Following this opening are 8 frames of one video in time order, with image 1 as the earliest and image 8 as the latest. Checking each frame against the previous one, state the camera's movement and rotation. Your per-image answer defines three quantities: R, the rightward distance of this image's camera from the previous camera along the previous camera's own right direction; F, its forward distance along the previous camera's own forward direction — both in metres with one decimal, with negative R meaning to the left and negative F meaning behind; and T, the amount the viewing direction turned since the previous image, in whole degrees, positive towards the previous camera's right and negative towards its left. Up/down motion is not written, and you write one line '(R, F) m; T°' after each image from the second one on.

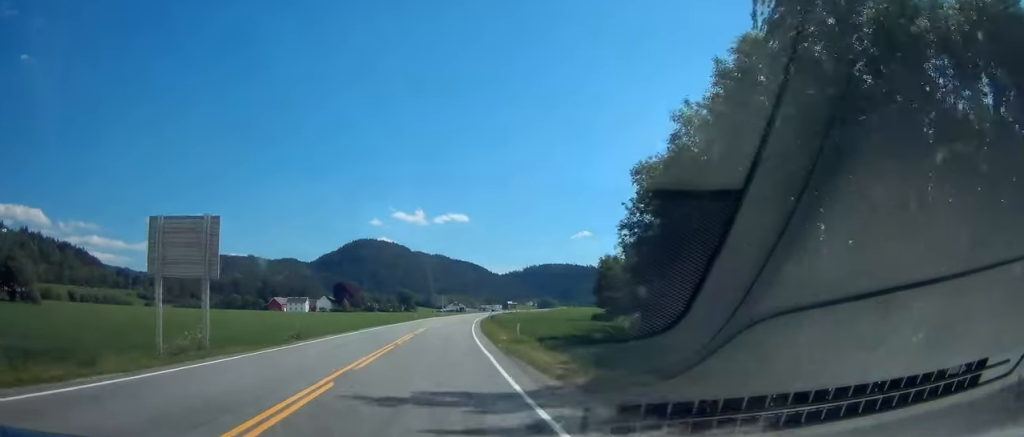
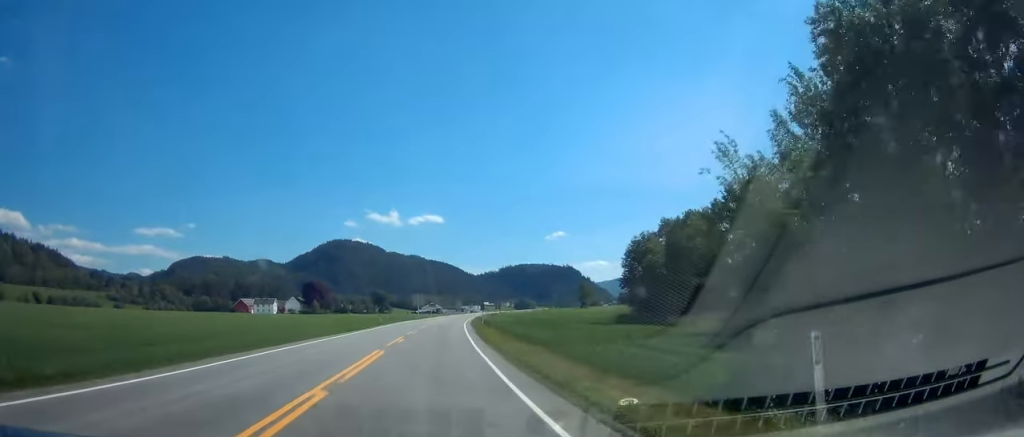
(-0.1, +22.2) m; +2°
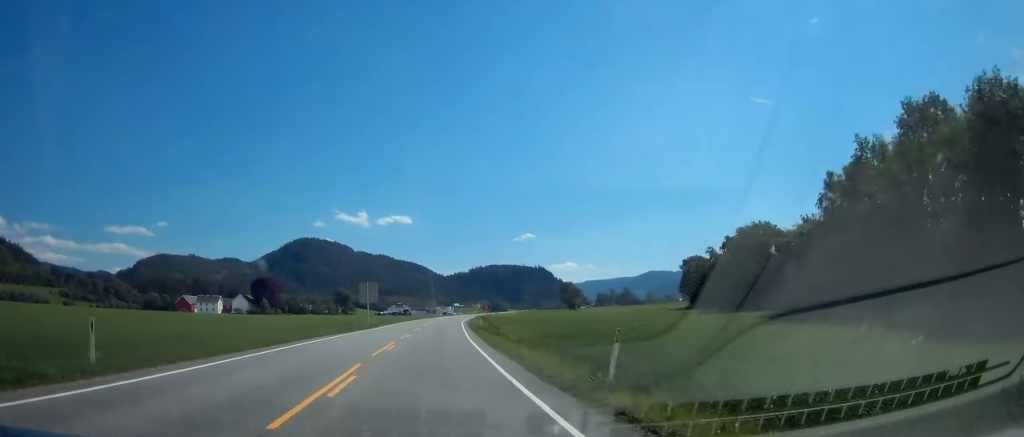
(+1.9, +46.8) m; +3°
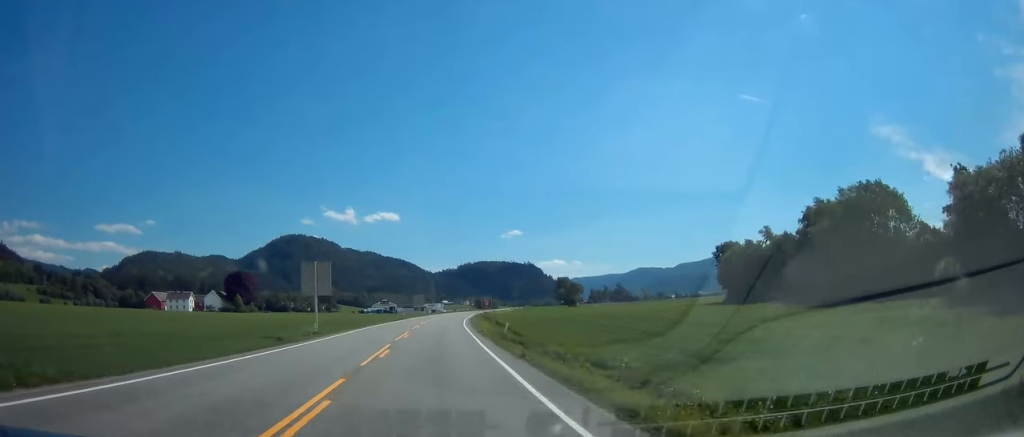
(0.0, +24.8) m; +2°
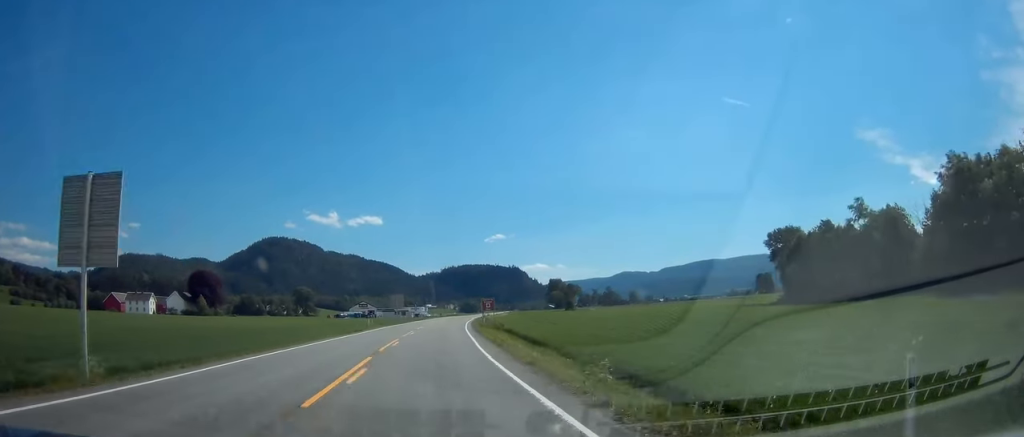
(+0.7, +30.7) m; +2°
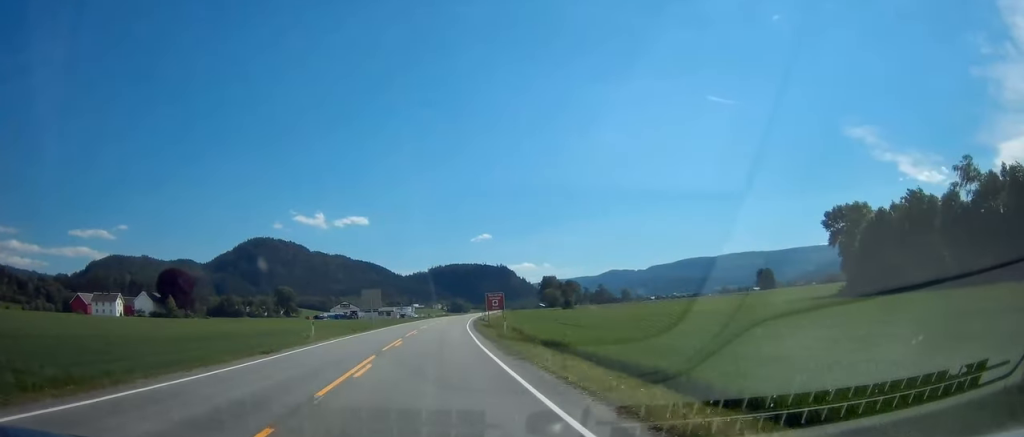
(+0.4, +24.8) m; +1°
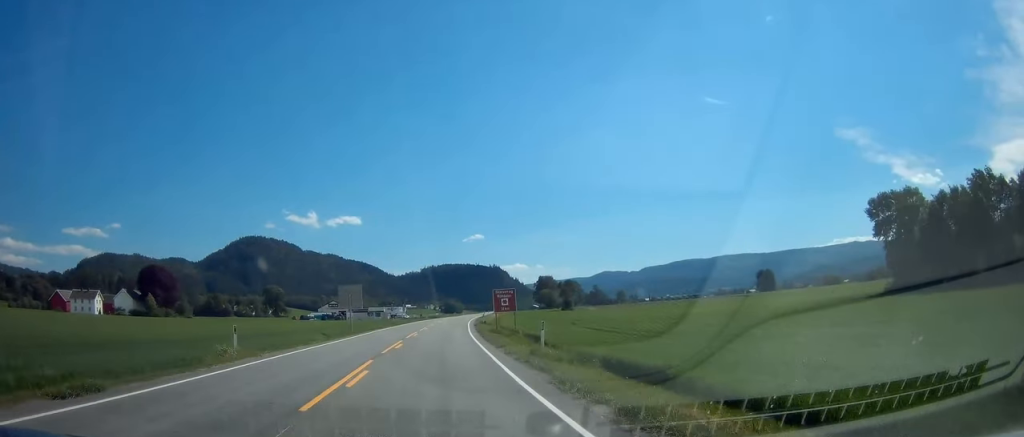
(+0.1, +14.4) m; 0°
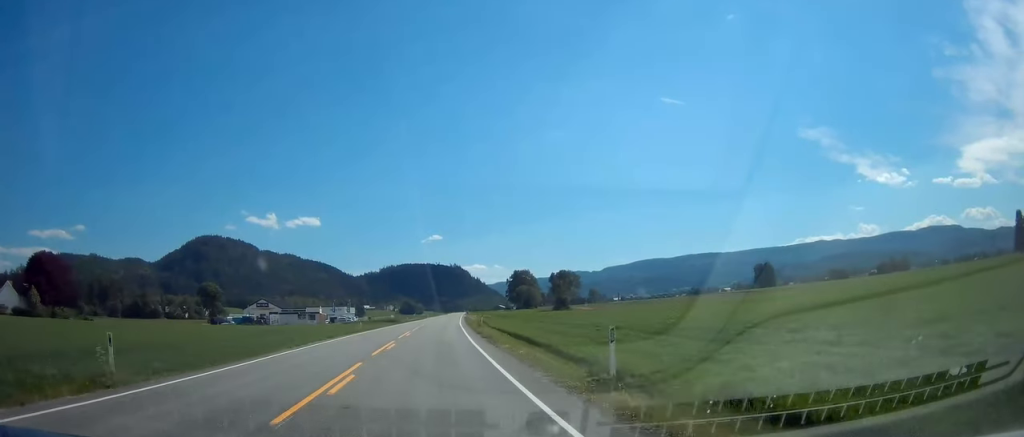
(+1.4, +64.9) m; +2°
